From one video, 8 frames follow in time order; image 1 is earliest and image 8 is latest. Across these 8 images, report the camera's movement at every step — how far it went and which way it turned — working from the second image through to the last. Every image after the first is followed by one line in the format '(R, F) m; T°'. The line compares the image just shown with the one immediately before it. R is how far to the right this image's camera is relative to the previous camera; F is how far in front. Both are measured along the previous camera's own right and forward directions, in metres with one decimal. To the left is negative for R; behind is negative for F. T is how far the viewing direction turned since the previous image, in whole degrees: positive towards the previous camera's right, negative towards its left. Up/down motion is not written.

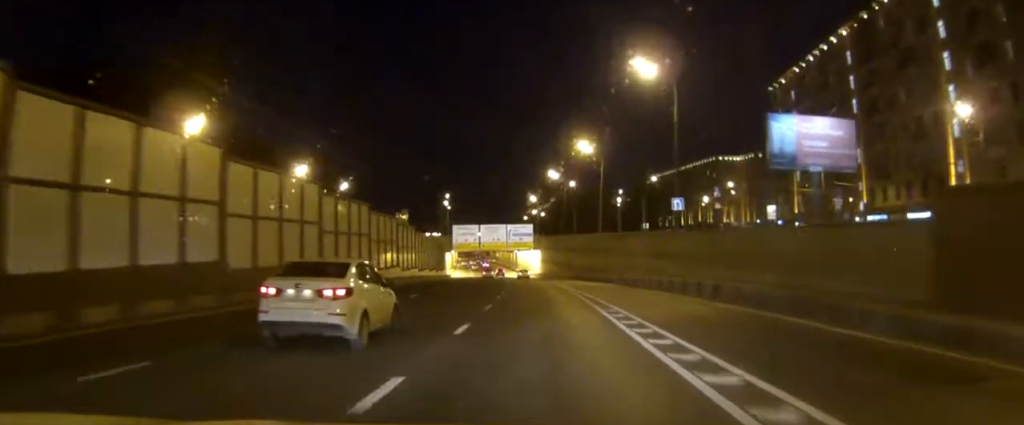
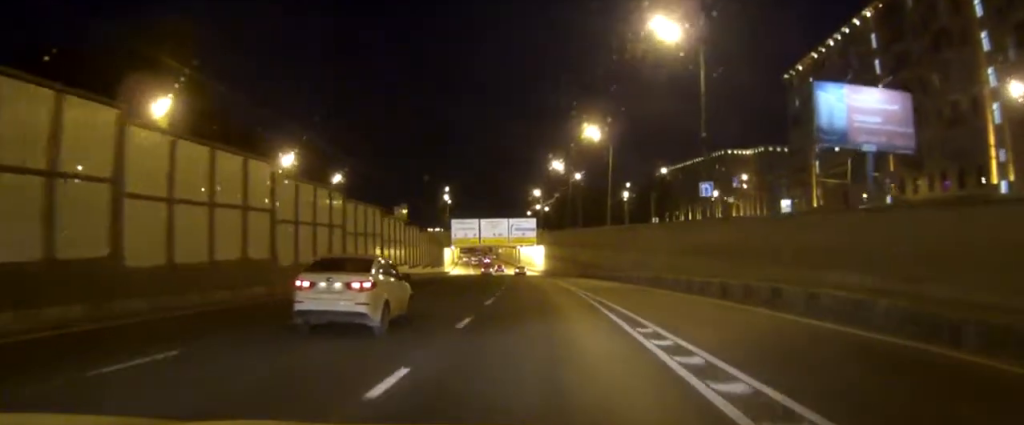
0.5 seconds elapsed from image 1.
(0.0, +7.5) m; 0°
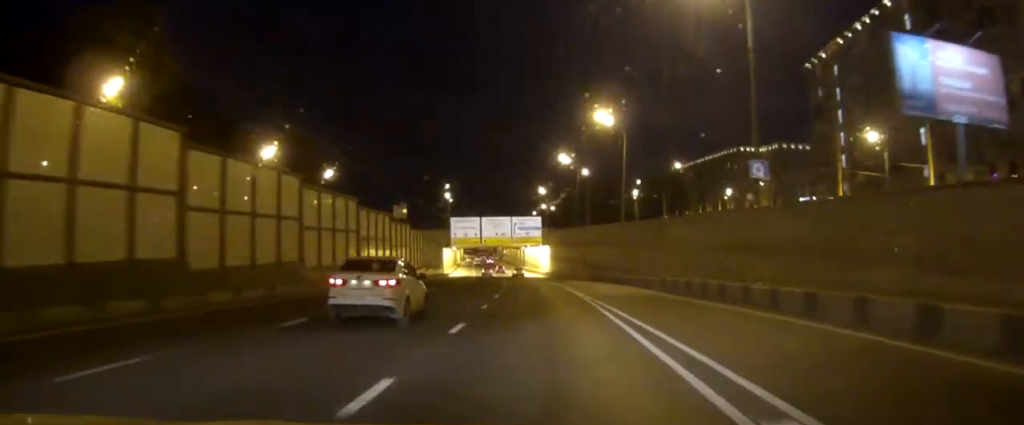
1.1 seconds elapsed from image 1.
(0.0, +9.0) m; 0°
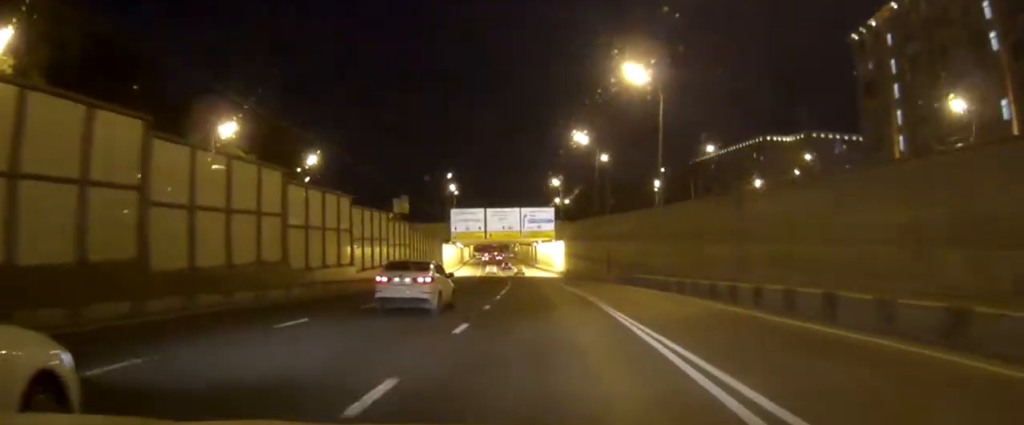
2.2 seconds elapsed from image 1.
(-0.1, +16.0) m; -1°
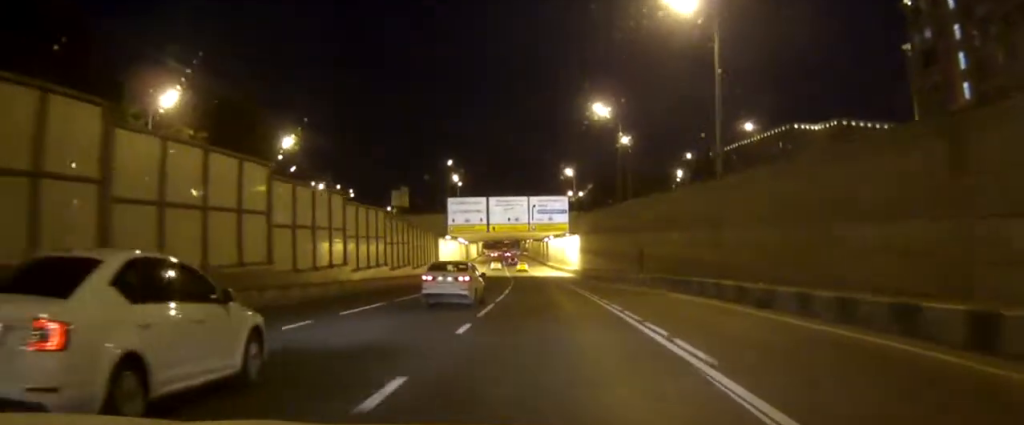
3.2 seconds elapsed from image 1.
(-0.2, +15.5) m; -1°
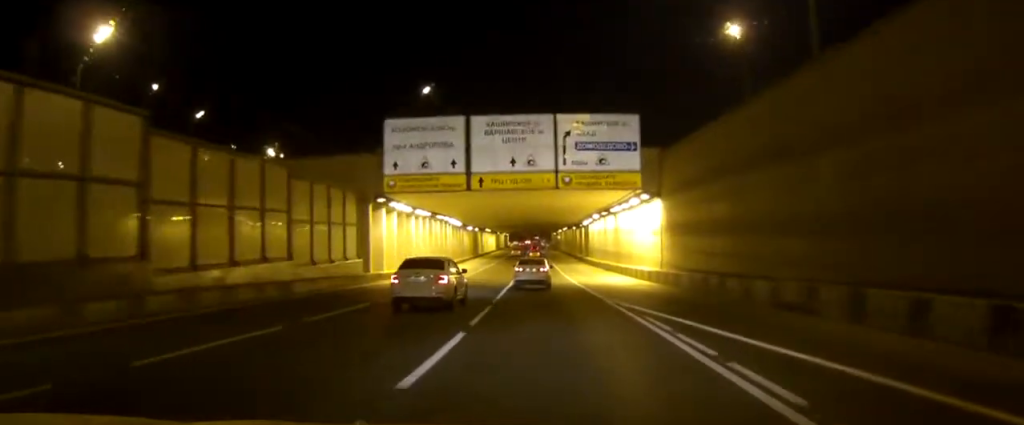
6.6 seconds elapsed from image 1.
(-1.5, +51.1) m; -3°
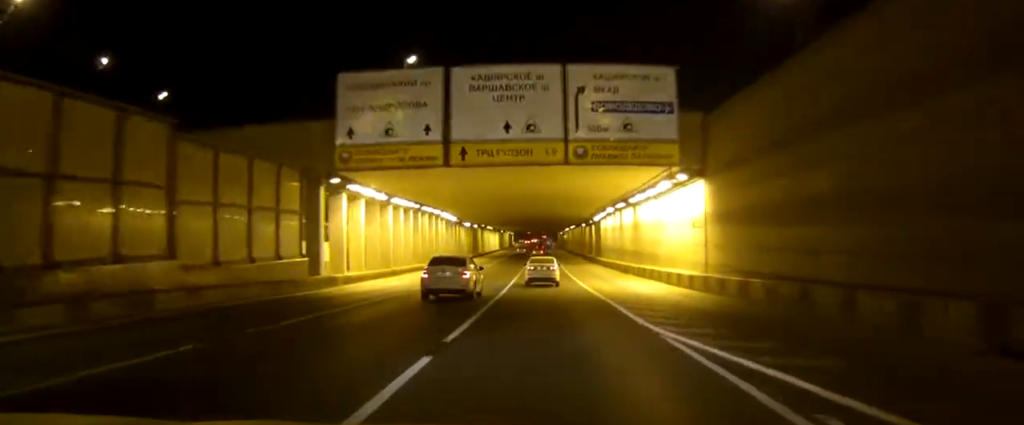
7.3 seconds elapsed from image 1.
(0.0, +11.6) m; 0°
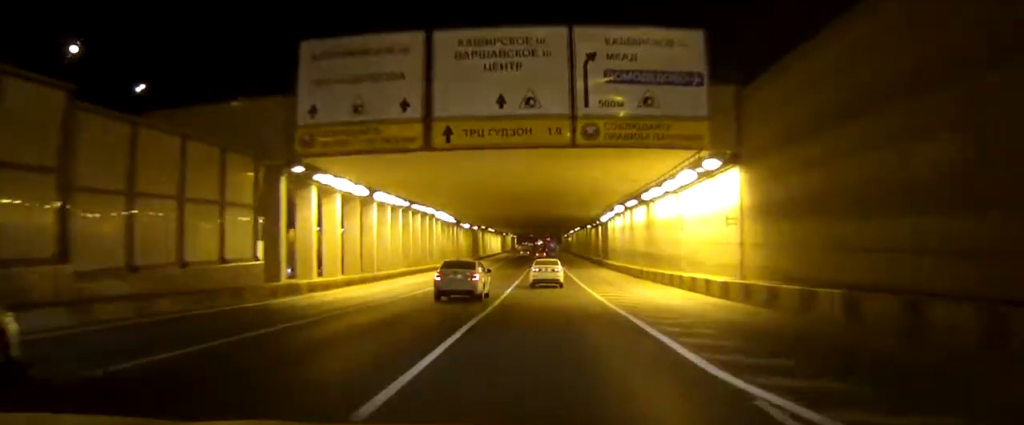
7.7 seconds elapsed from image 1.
(0.0, +6.0) m; 0°
